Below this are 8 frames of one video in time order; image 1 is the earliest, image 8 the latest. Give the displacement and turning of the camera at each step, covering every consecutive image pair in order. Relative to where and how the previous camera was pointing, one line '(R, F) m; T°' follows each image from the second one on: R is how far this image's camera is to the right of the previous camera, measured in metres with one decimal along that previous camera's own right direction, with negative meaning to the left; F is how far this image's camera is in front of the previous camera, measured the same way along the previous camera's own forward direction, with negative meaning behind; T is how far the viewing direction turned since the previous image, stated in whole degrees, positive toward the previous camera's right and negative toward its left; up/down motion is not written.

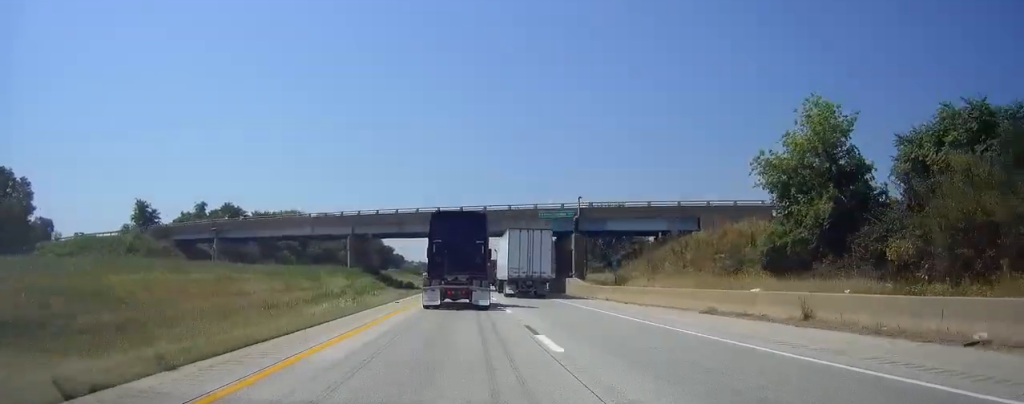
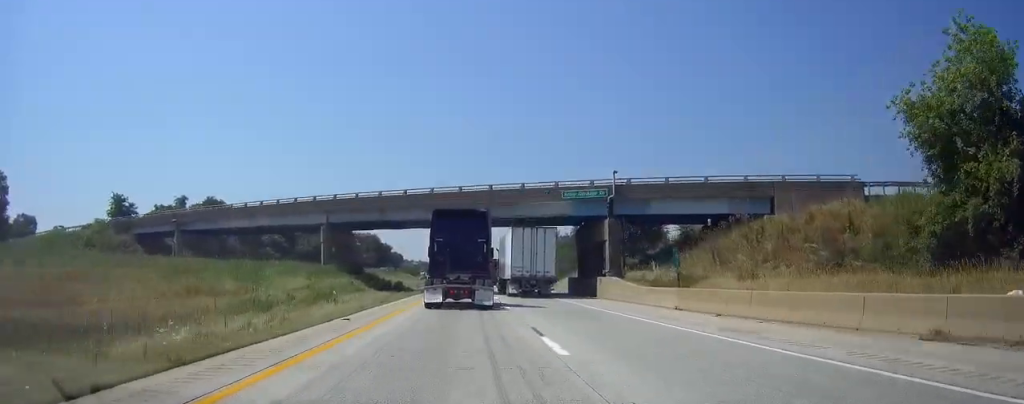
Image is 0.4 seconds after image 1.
(0.0, +13.0) m; 0°
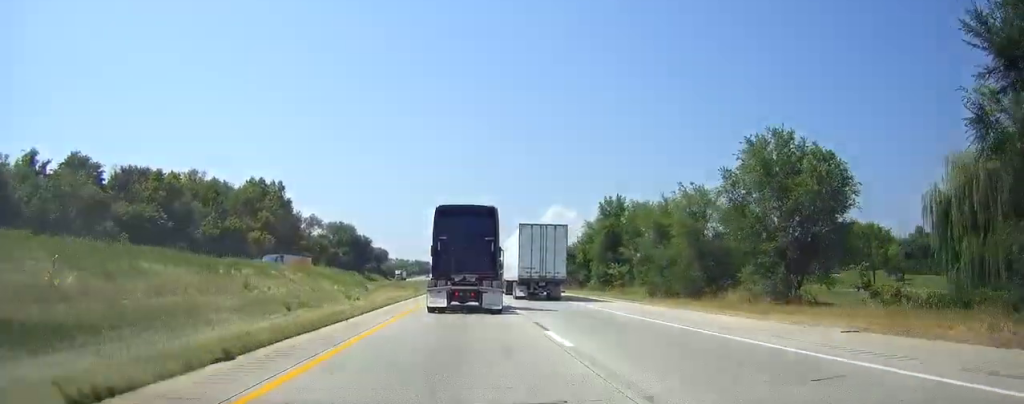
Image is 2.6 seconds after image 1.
(0.0, +63.0) m; 0°
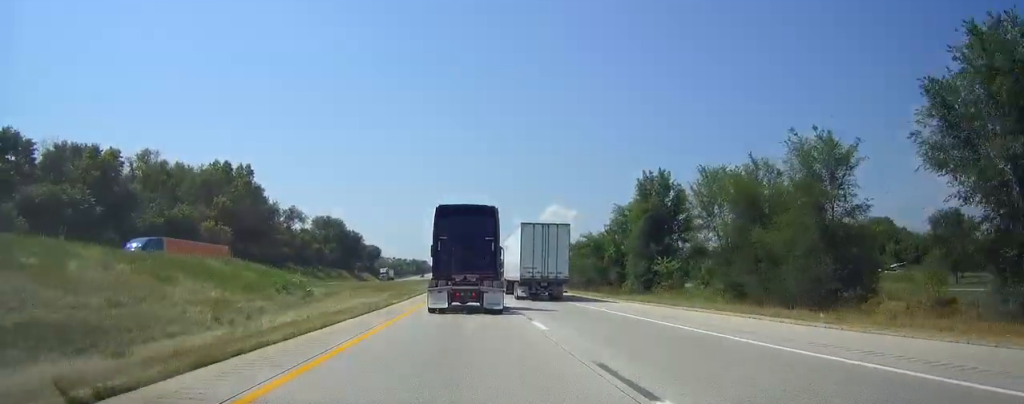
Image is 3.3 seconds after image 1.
(0.0, +20.2) m; 0°
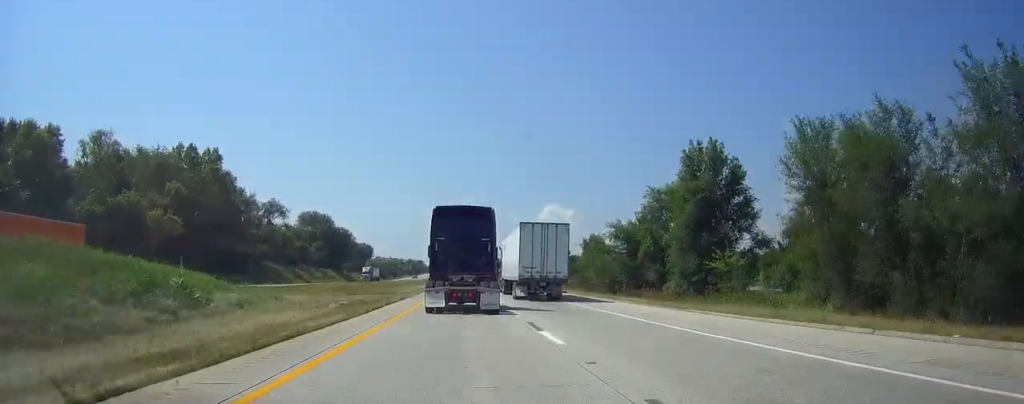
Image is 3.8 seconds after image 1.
(0.0, +15.3) m; 0°
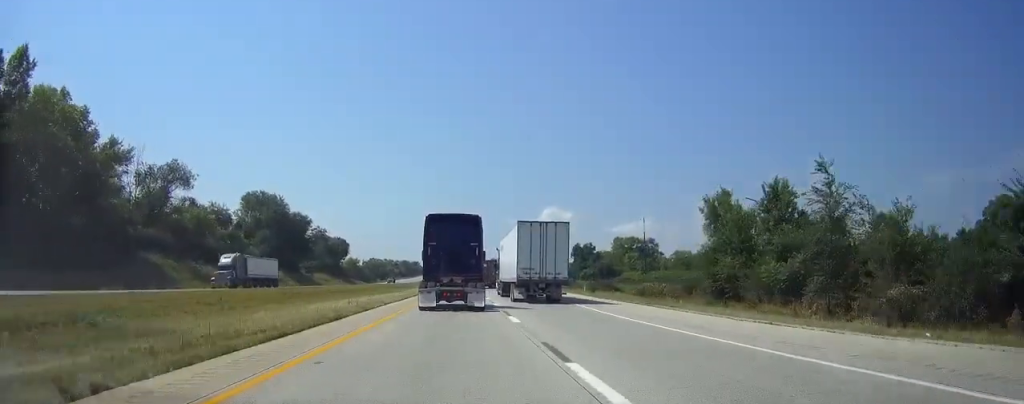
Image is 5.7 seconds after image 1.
(0.0, +53.3) m; 0°
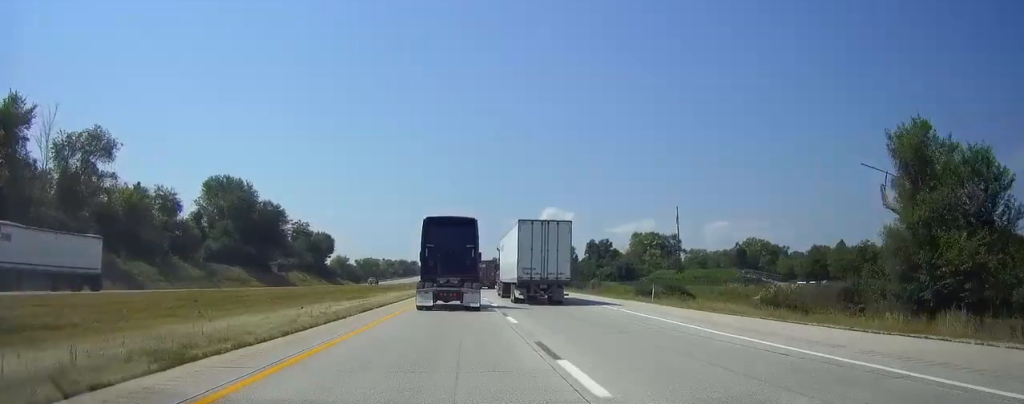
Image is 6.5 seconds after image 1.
(0.0, +24.0) m; 0°
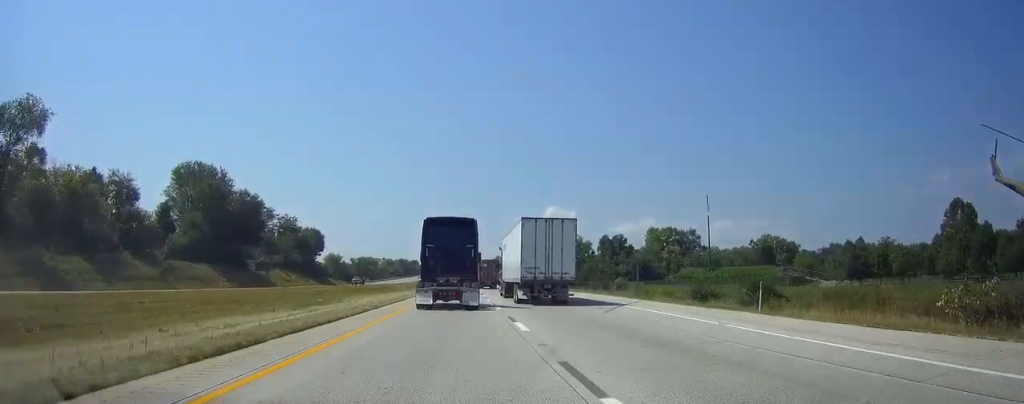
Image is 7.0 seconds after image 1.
(0.0, +15.5) m; 0°
